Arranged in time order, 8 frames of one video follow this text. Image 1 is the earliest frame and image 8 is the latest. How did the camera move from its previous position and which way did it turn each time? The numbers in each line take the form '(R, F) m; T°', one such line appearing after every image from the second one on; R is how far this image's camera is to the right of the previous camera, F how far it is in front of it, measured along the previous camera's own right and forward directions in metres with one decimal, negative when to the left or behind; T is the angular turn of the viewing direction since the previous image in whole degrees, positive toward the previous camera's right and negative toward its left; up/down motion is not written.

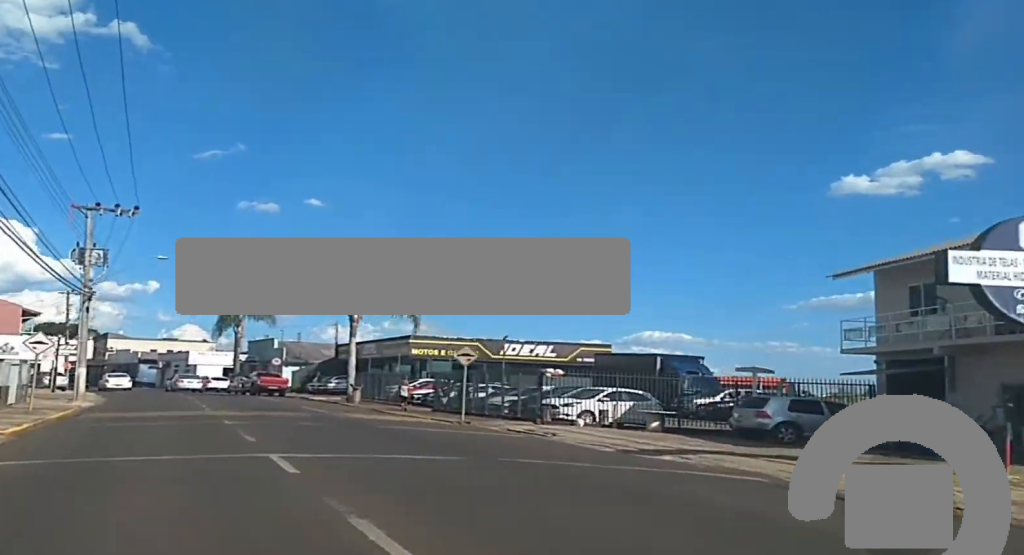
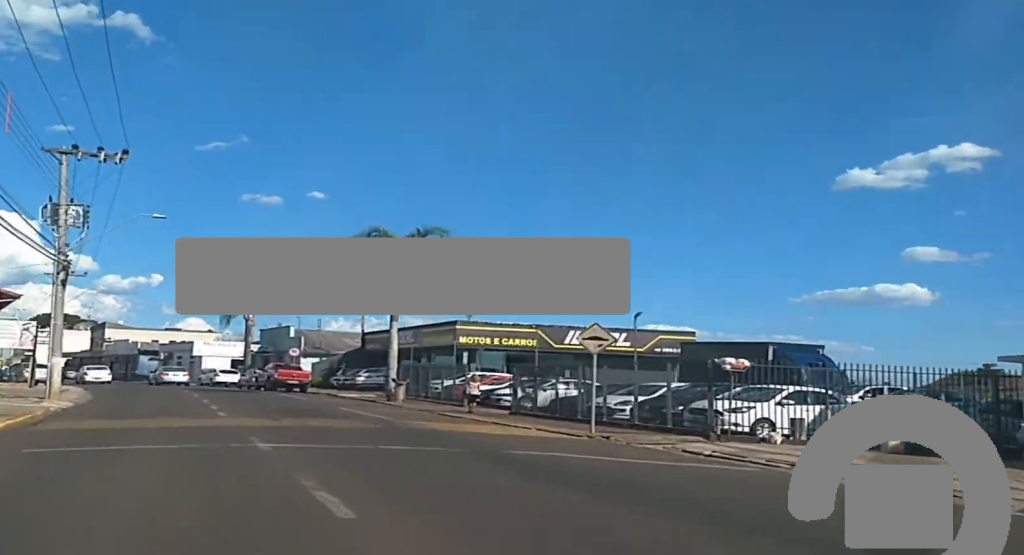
(-0.1, +9.0) m; +1°
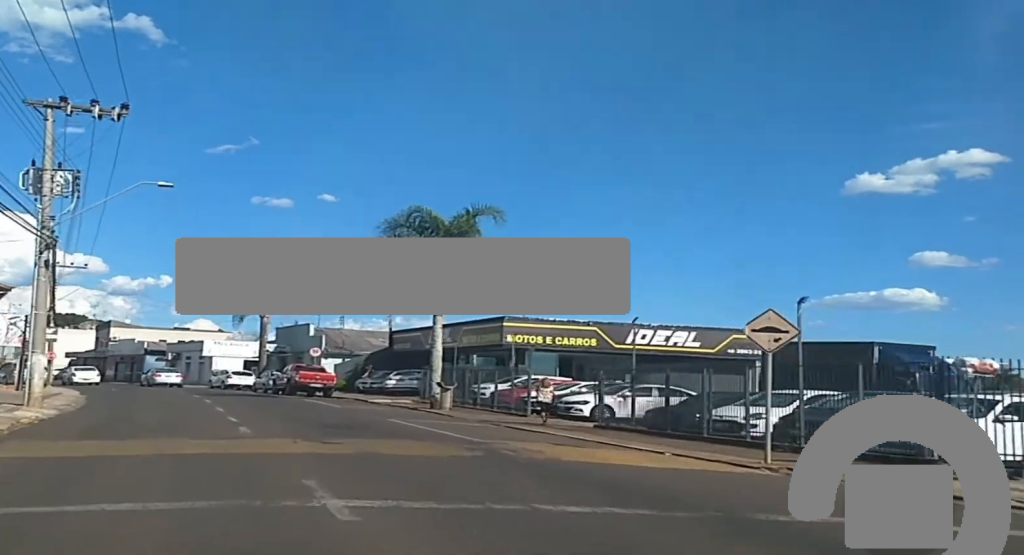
(+0.2, +5.7) m; +1°
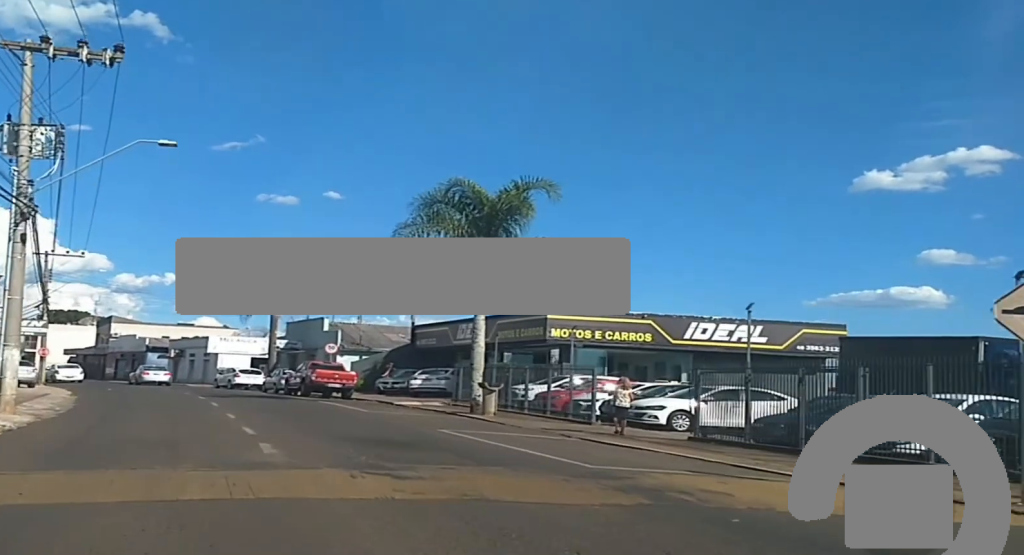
(+0.1, +4.9) m; +1°
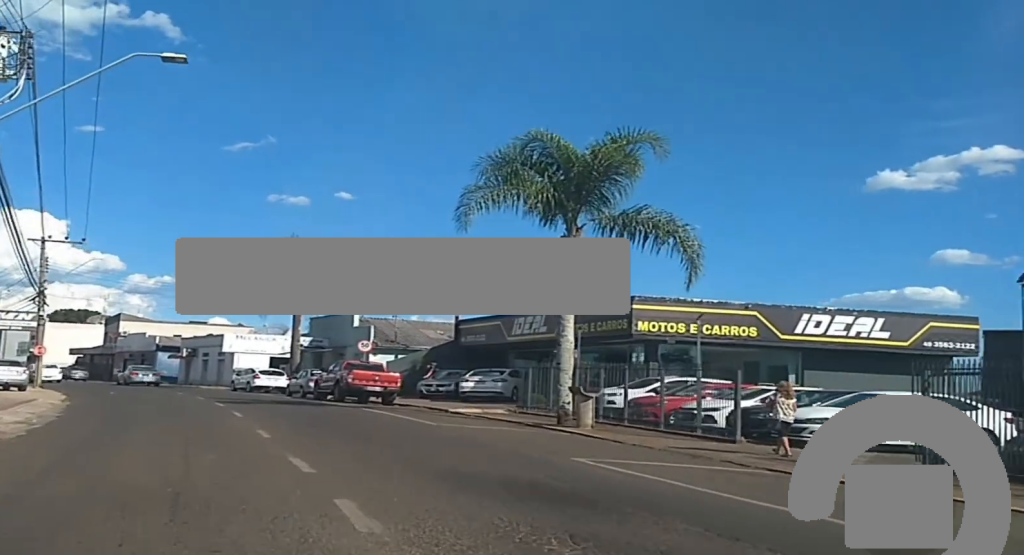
(0.0, +6.9) m; 0°
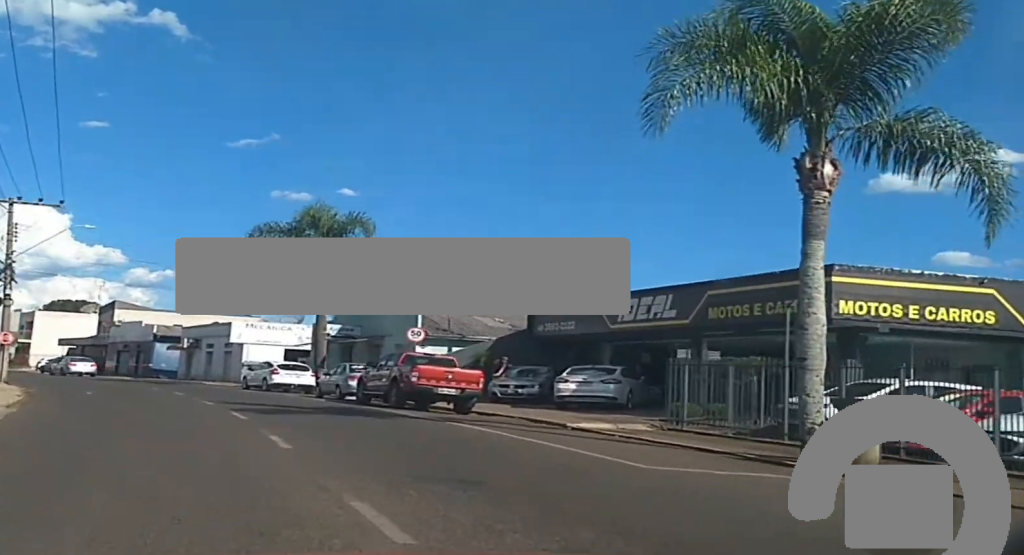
(0.0, +12.1) m; 0°
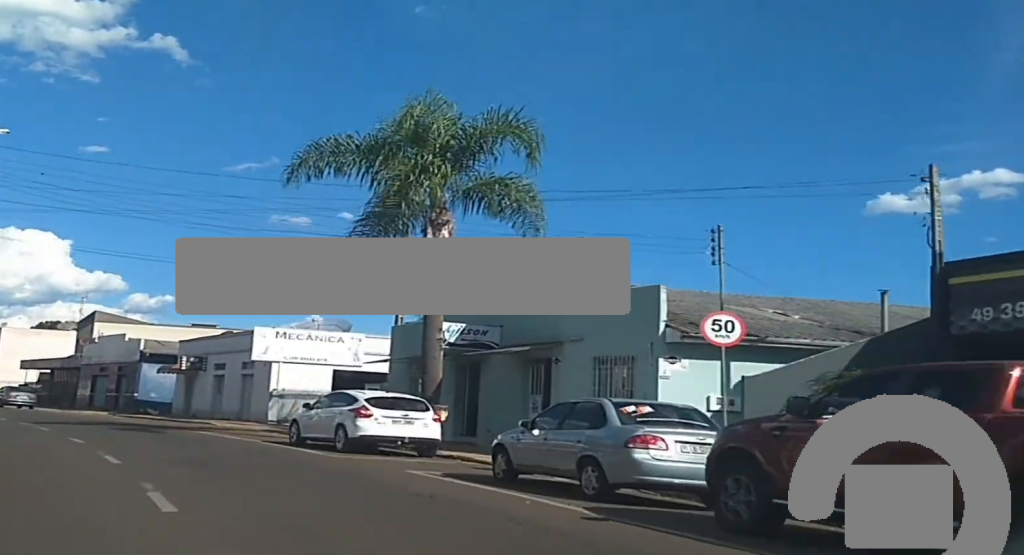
(-0.5, +20.9) m; -2°
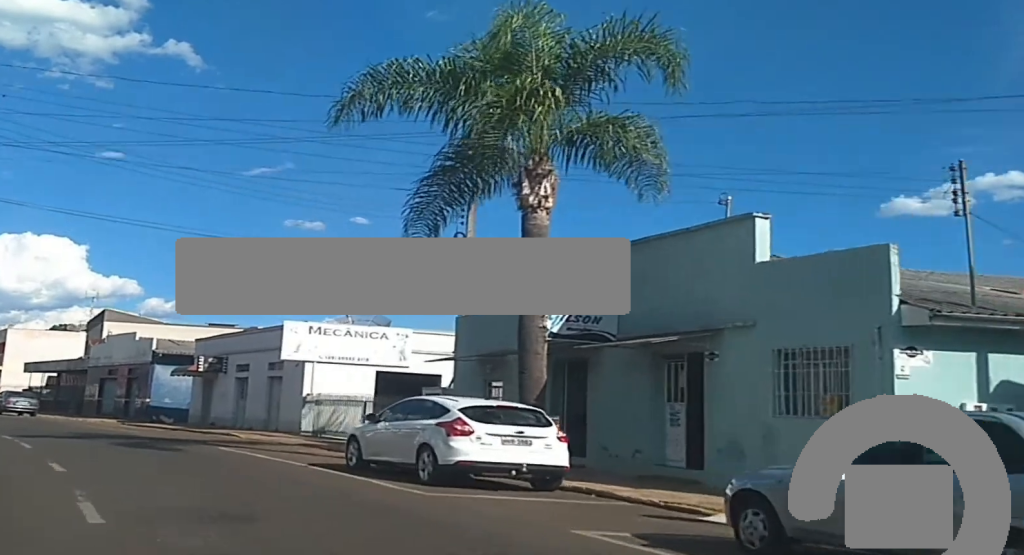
(+0.1, +6.2) m; -1°
